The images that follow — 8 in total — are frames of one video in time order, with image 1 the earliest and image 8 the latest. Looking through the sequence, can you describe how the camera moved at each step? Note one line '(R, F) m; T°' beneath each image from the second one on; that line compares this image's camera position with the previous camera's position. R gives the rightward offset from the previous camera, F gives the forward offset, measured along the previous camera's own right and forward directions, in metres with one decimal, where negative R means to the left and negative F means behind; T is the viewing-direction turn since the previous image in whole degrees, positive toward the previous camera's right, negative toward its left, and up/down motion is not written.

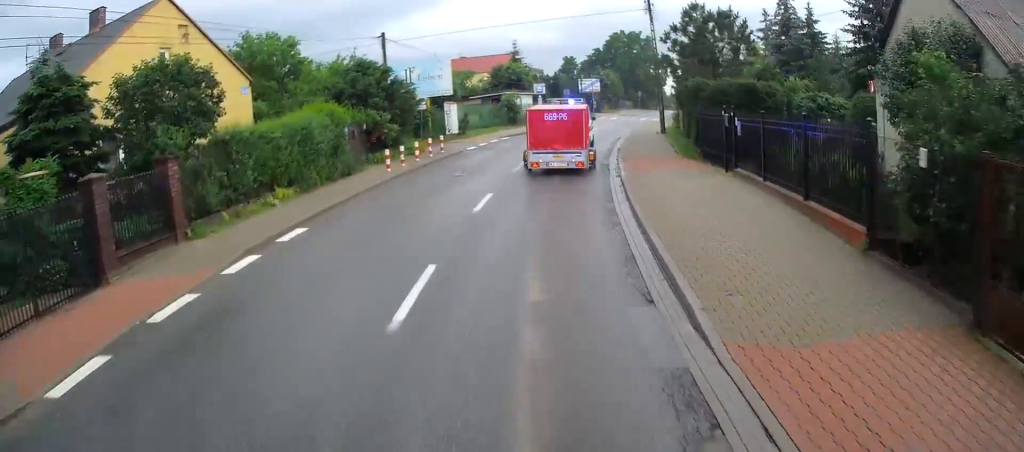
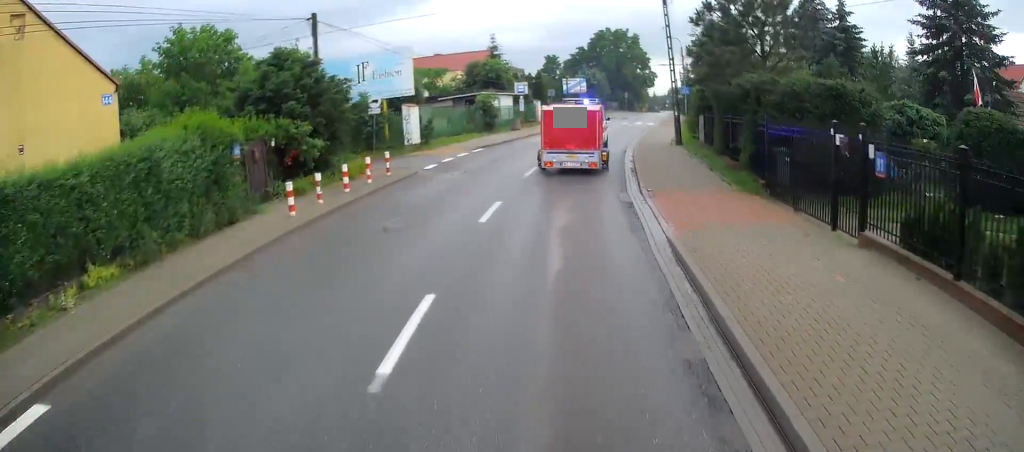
(0.0, +7.3) m; +1°
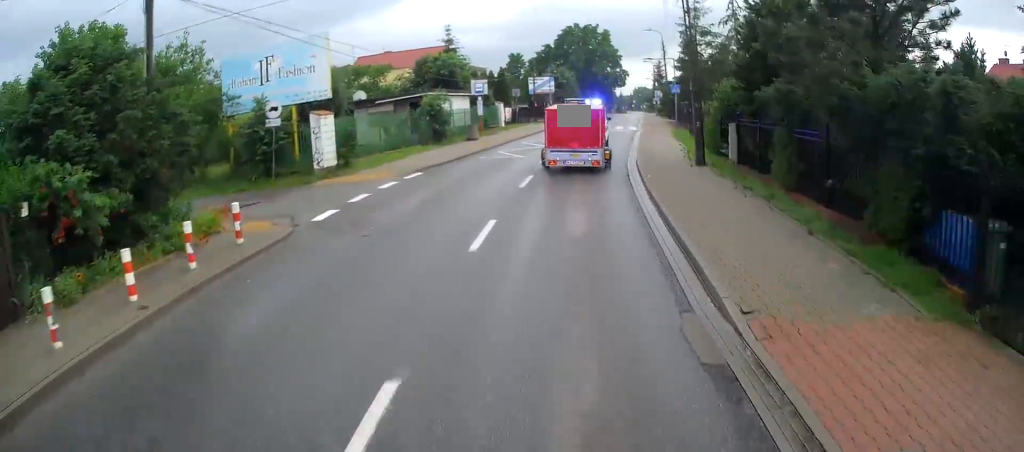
(0.0, +8.1) m; +2°
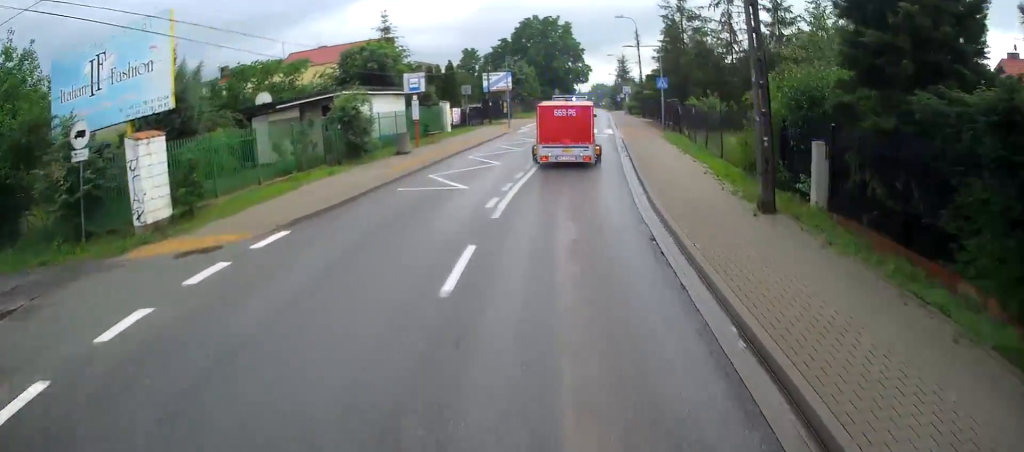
(0.0, +7.9) m; +4°
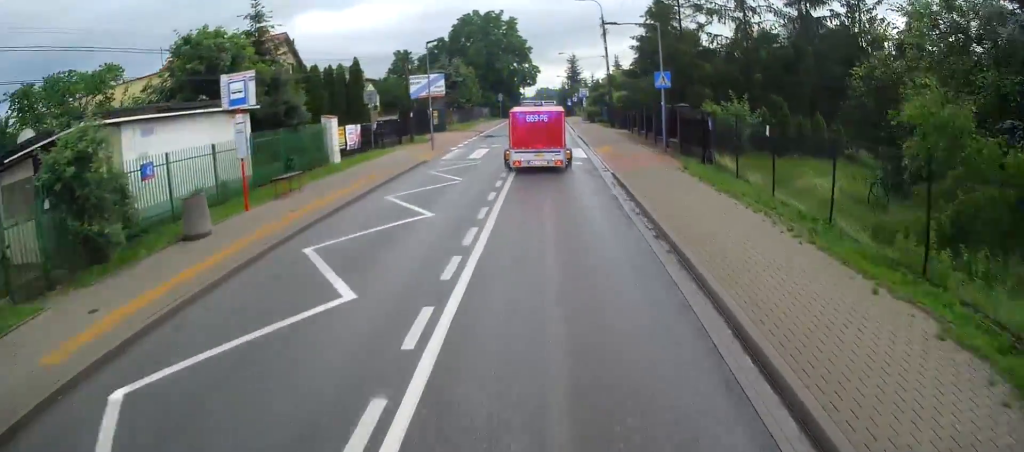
(+0.8, +12.2) m; +5°
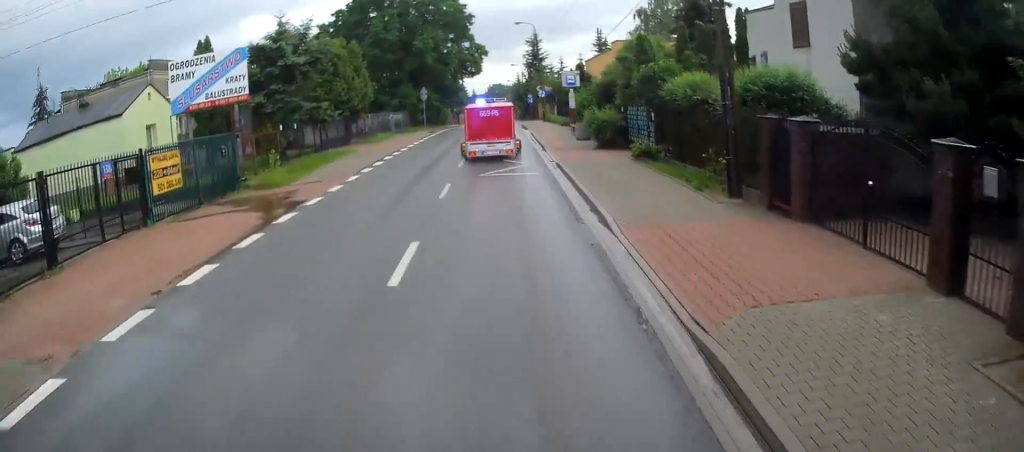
(+1.8, +32.0) m; +5°
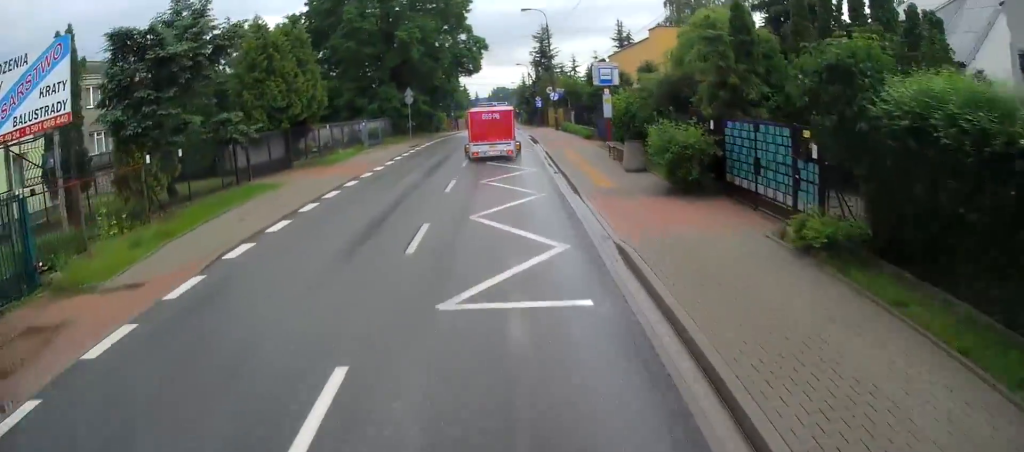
(0.0, +10.4) m; 0°
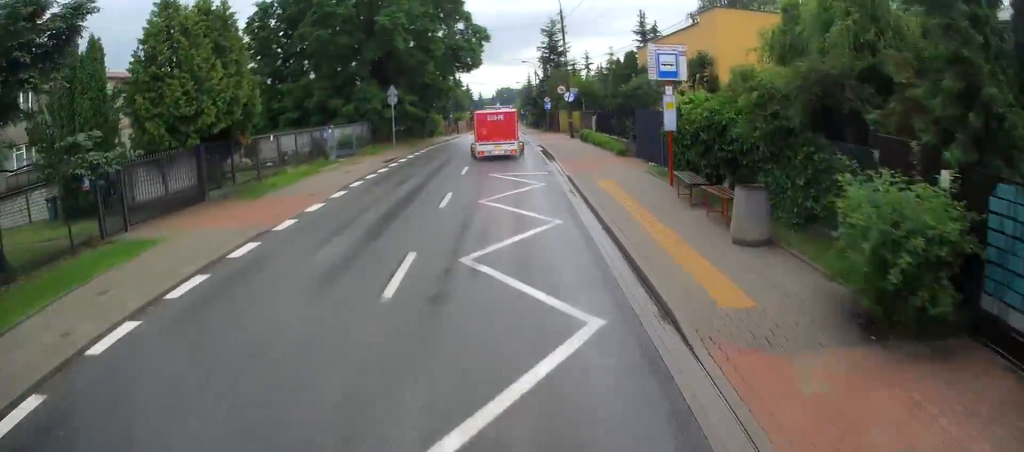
(0.0, +8.0) m; 0°
